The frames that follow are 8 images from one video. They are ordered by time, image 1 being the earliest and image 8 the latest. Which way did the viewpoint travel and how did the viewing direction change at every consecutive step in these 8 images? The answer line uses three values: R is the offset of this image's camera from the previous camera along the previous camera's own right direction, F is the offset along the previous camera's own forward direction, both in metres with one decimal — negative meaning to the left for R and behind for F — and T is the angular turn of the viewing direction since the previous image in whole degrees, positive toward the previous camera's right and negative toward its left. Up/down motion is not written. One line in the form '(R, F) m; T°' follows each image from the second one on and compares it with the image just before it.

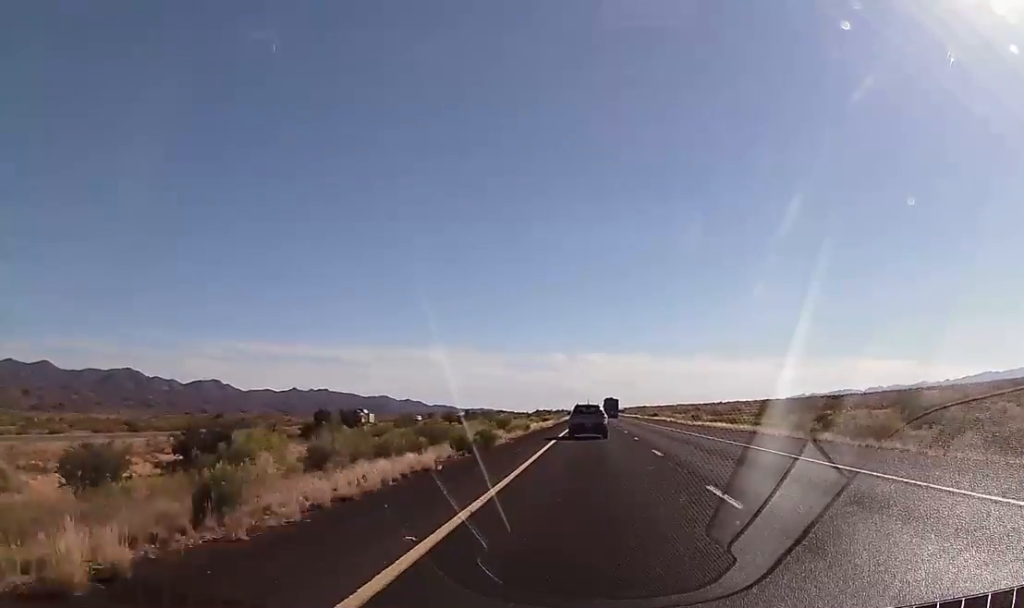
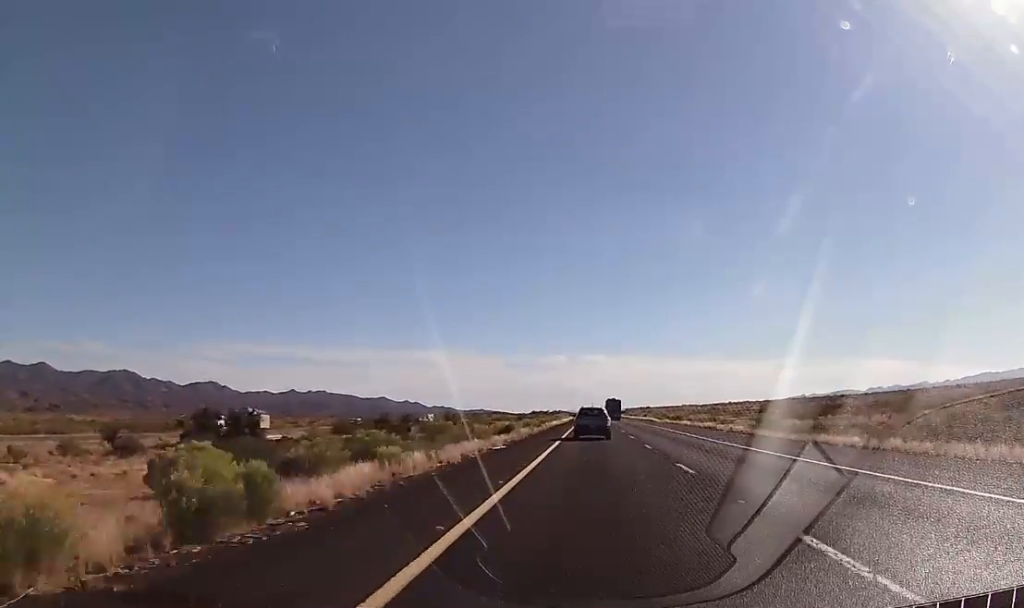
(-0.2, +41.8) m; 0°
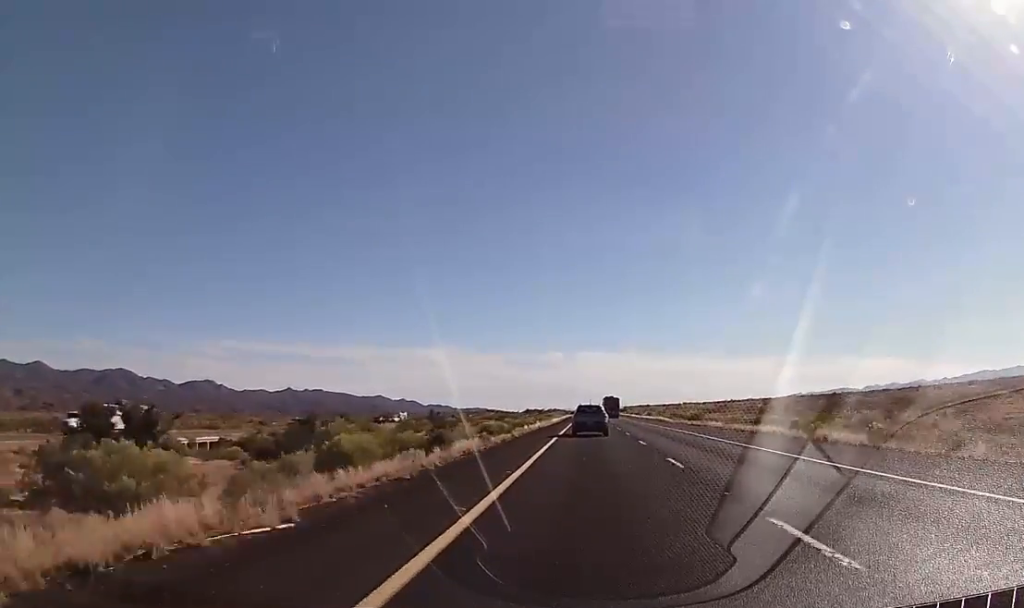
(0.0, +22.8) m; 0°
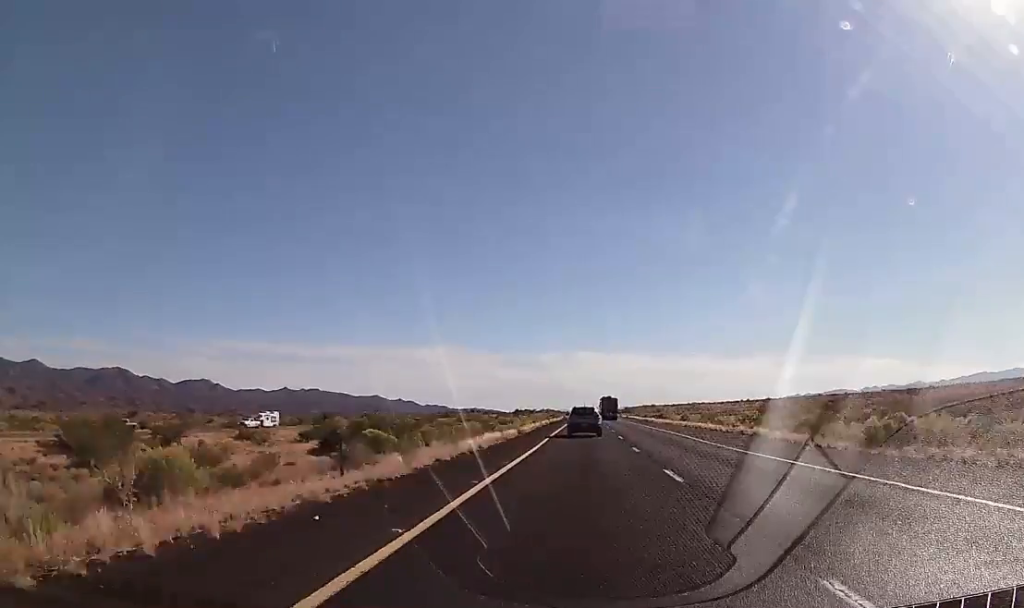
(+0.7, +62.9) m; +1°
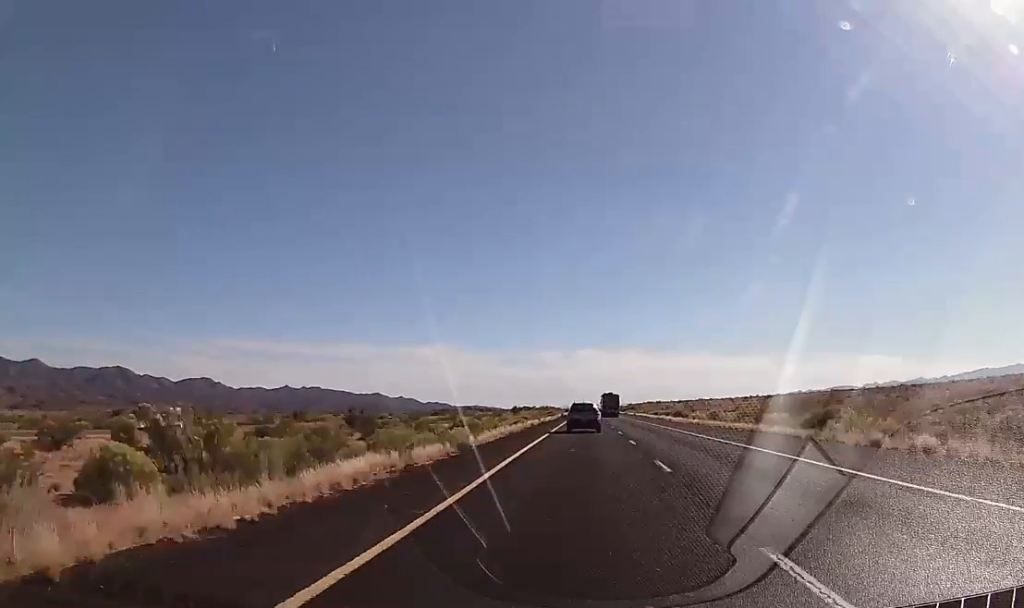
(0.0, +22.6) m; 0°
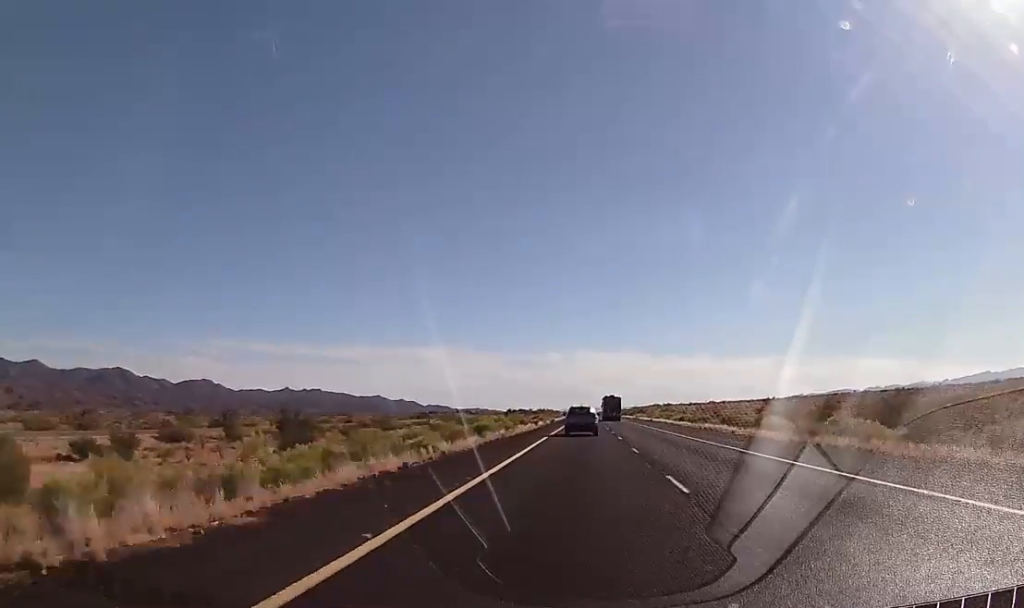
(-0.3, +39.0) m; 0°
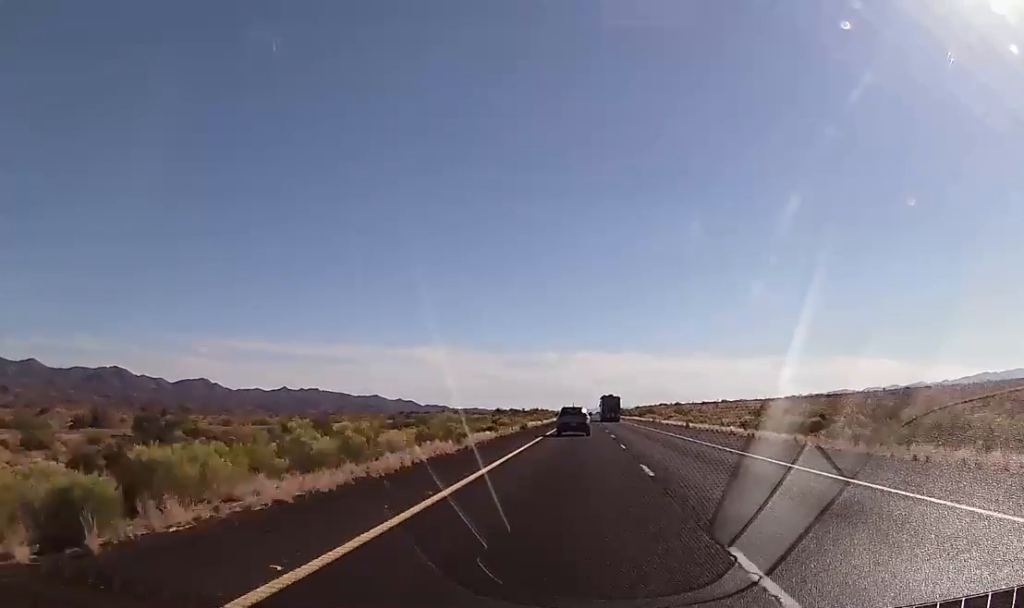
(+0.1, +44.2) m; 0°
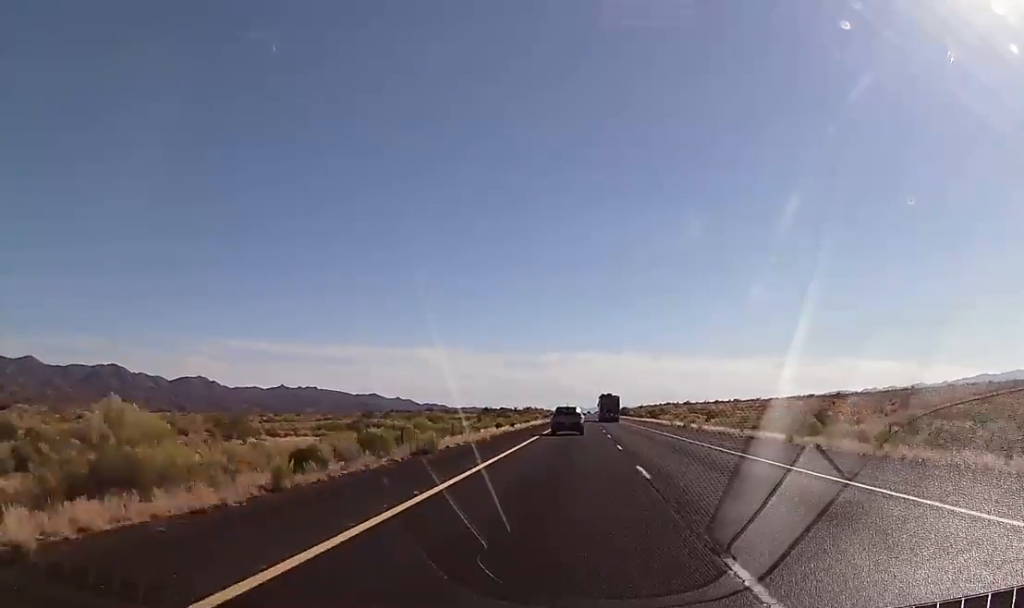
(-0.2, +36.6) m; 0°
